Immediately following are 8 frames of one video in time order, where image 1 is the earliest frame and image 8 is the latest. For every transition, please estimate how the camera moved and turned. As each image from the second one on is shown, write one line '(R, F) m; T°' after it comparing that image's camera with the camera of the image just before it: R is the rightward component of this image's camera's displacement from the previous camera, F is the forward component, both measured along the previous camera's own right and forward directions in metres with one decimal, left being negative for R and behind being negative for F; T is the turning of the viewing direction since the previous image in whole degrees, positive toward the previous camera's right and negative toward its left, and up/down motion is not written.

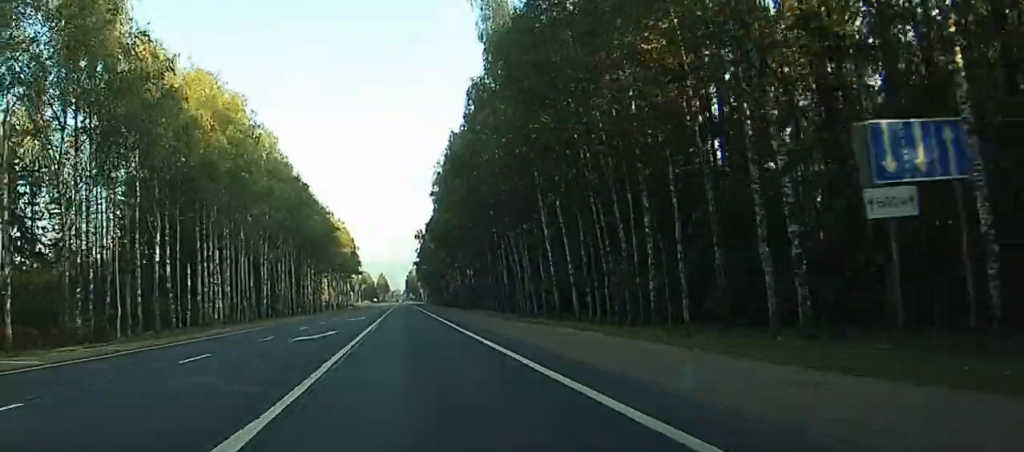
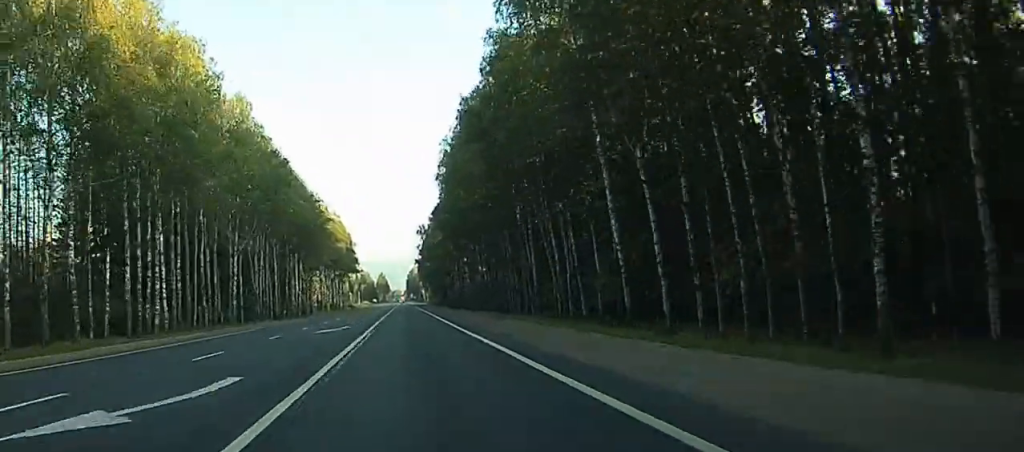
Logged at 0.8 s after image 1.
(-0.1, +23.1) m; 0°
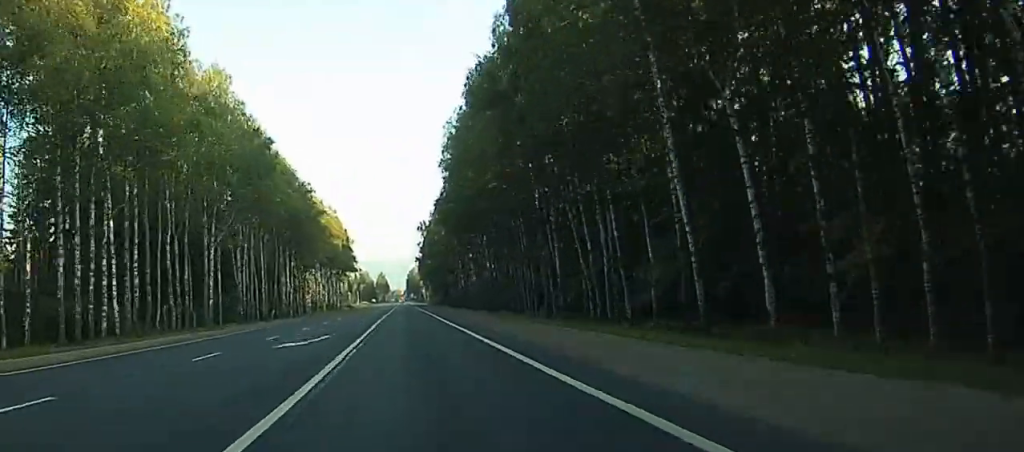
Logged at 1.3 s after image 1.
(0.0, +12.4) m; 0°
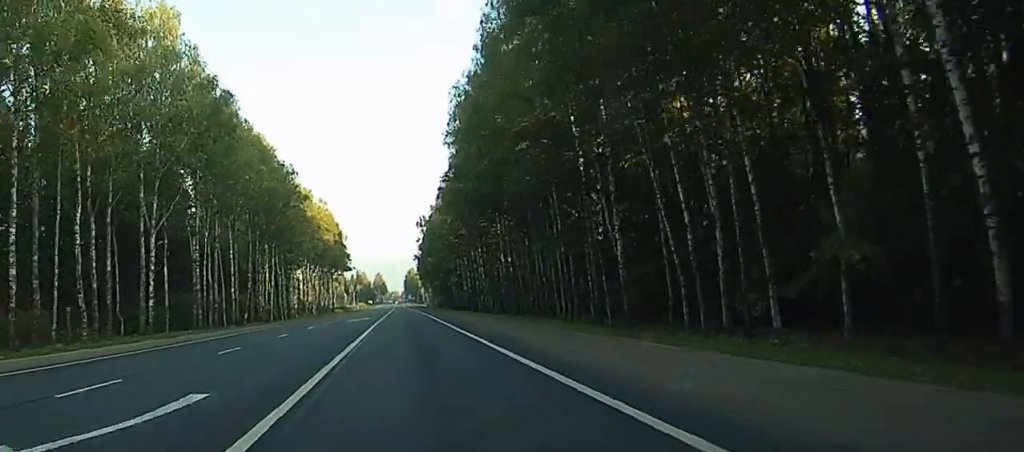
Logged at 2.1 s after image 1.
(0.0, +20.3) m; 0°
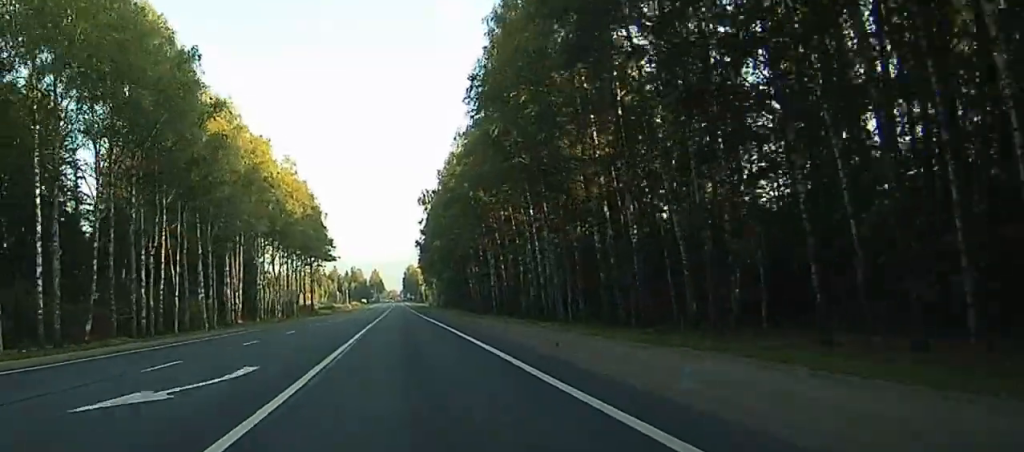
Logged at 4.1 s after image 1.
(+0.1, +53.4) m; 0°
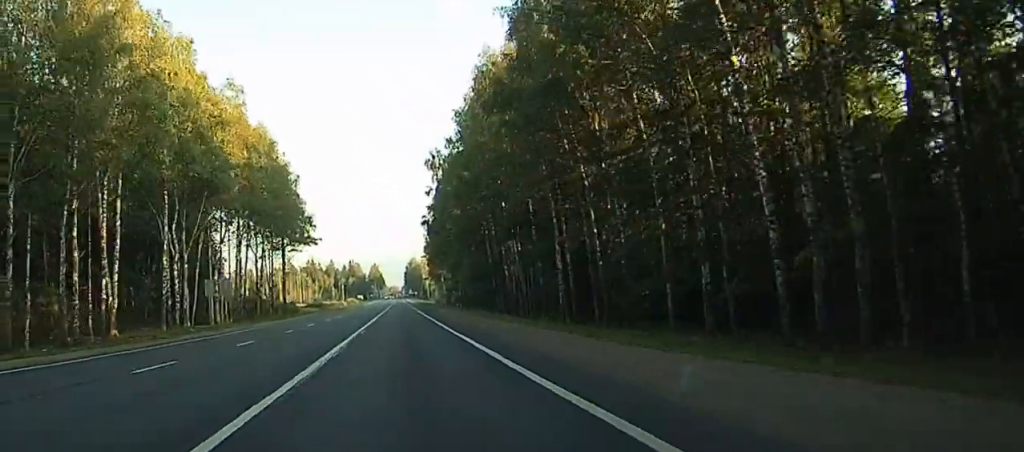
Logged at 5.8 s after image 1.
(-0.1, +47.5) m; 0°
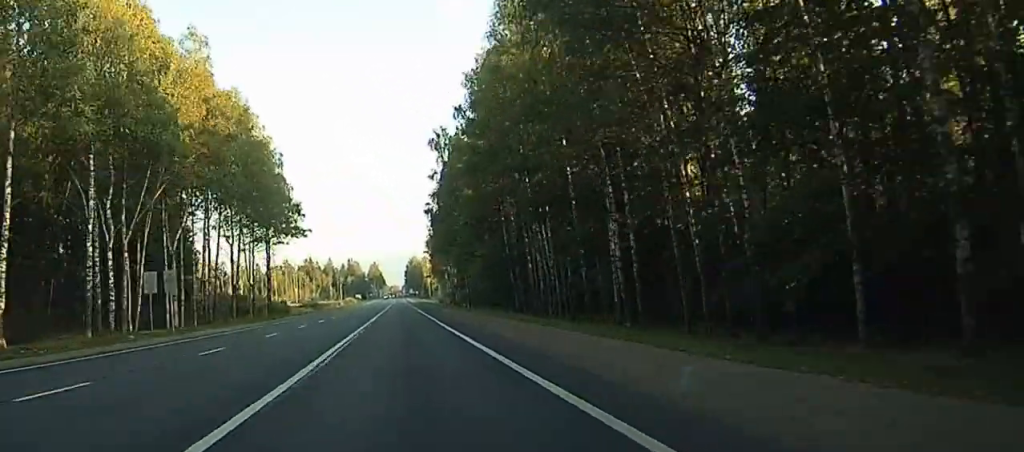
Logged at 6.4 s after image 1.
(0.0, +17.7) m; 0°
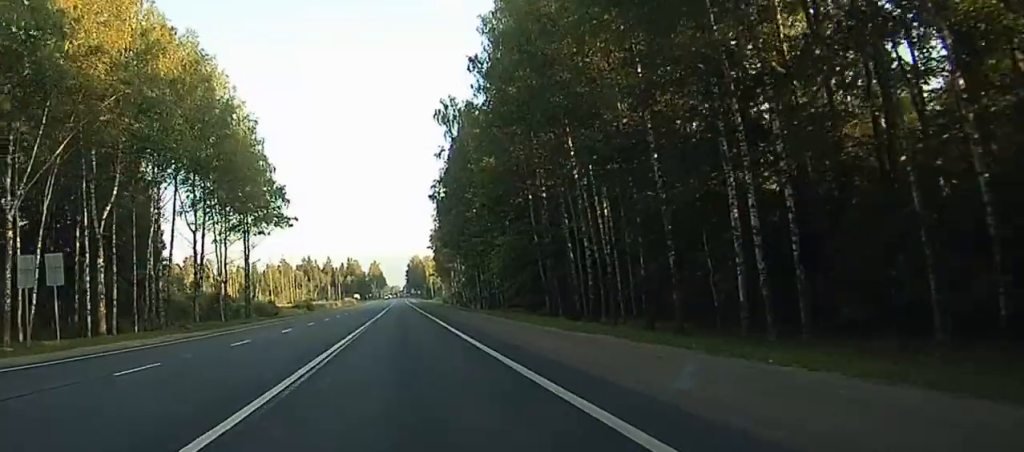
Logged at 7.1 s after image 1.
(0.0, +19.7) m; 0°
